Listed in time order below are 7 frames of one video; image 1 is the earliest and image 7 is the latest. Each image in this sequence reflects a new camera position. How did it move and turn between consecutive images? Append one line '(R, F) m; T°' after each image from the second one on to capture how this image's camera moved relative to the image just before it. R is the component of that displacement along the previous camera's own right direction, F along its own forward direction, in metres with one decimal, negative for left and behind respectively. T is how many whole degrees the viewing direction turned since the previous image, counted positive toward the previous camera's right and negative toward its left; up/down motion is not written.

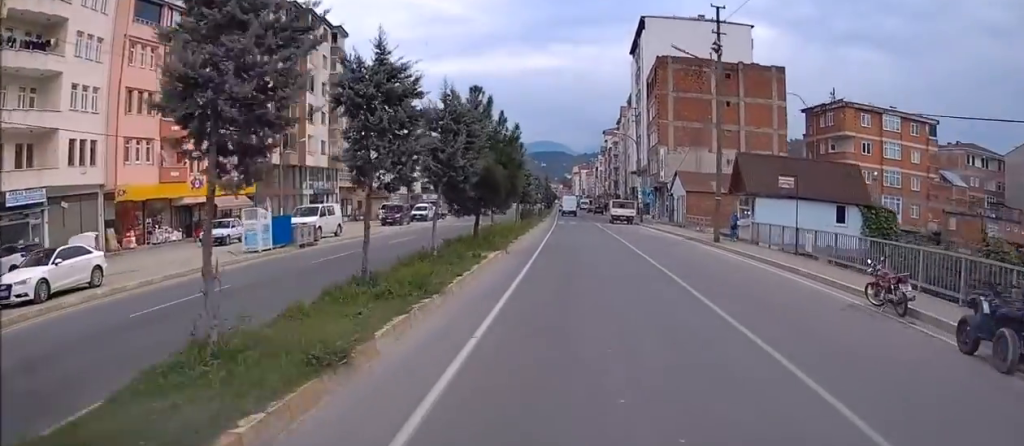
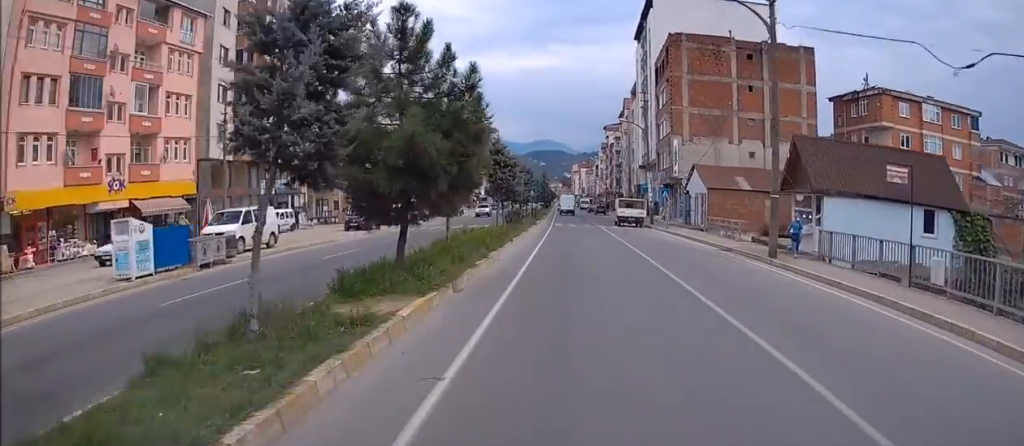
(0.0, +9.3) m; 0°
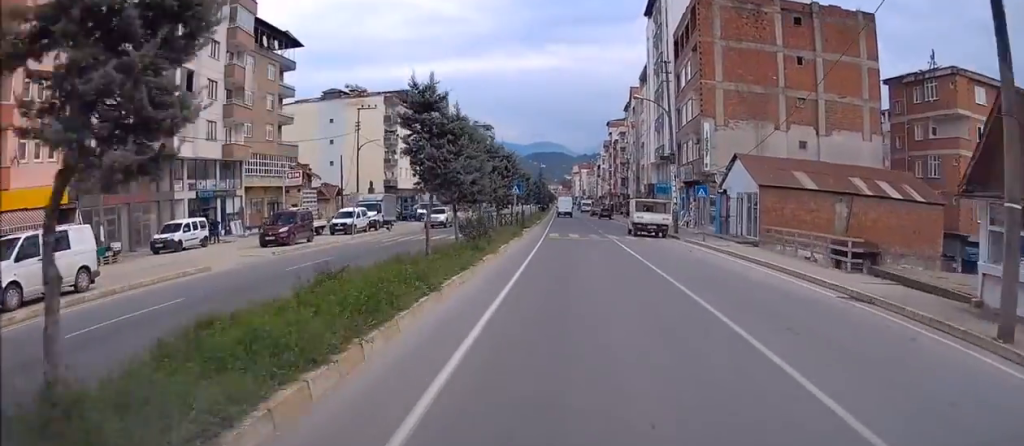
(0.0, +13.1) m; -1°
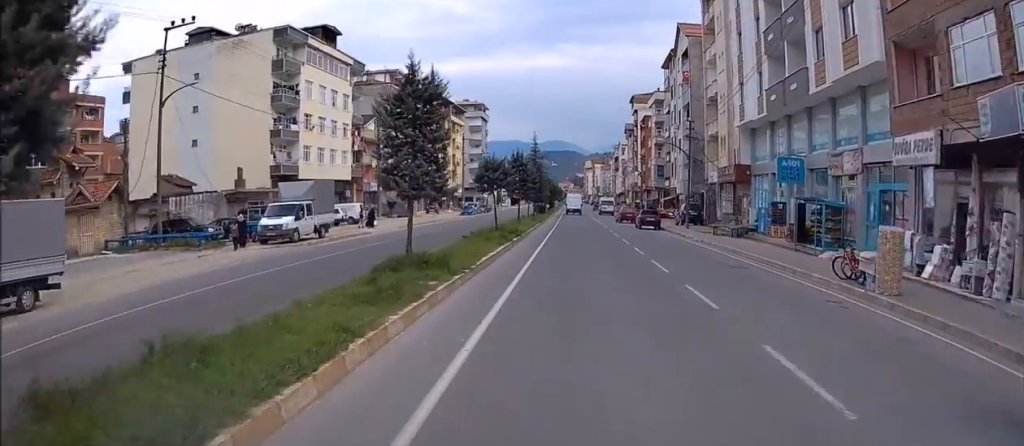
(0.0, +38.3) m; 0°
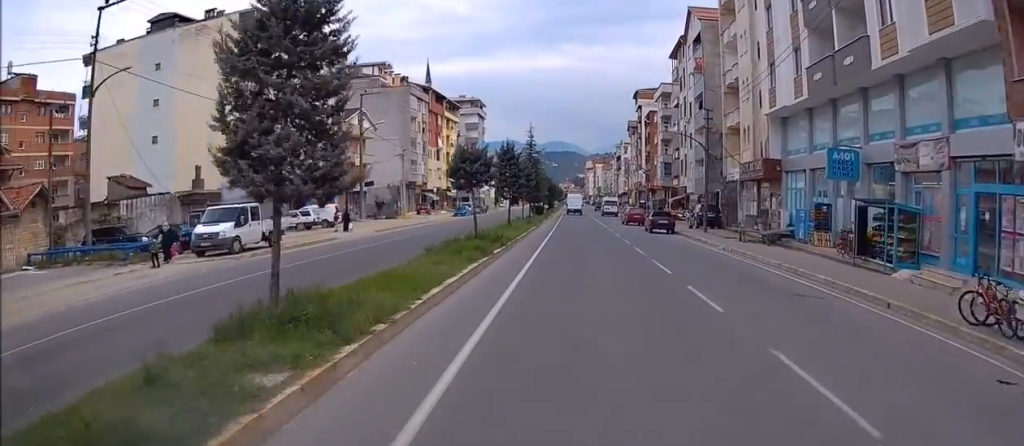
(0.0, +6.4) m; 0°
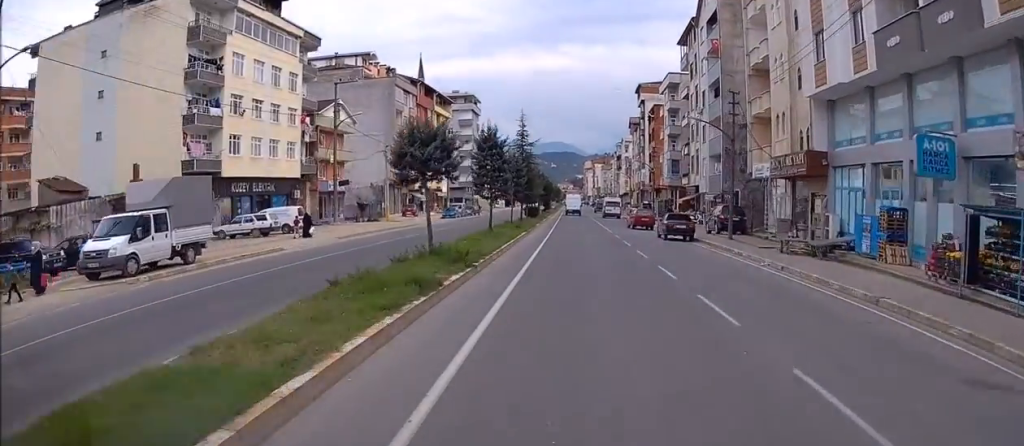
(0.0, +7.1) m; 0°
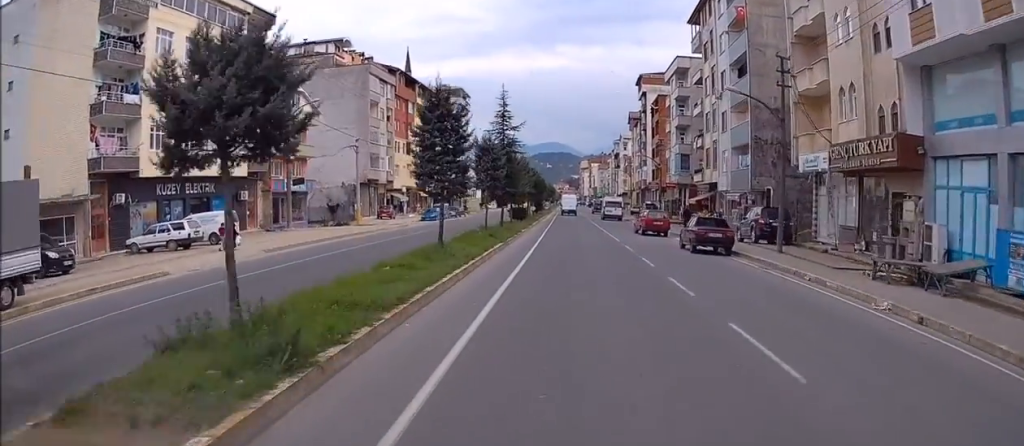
(0.0, +9.2) m; 0°
